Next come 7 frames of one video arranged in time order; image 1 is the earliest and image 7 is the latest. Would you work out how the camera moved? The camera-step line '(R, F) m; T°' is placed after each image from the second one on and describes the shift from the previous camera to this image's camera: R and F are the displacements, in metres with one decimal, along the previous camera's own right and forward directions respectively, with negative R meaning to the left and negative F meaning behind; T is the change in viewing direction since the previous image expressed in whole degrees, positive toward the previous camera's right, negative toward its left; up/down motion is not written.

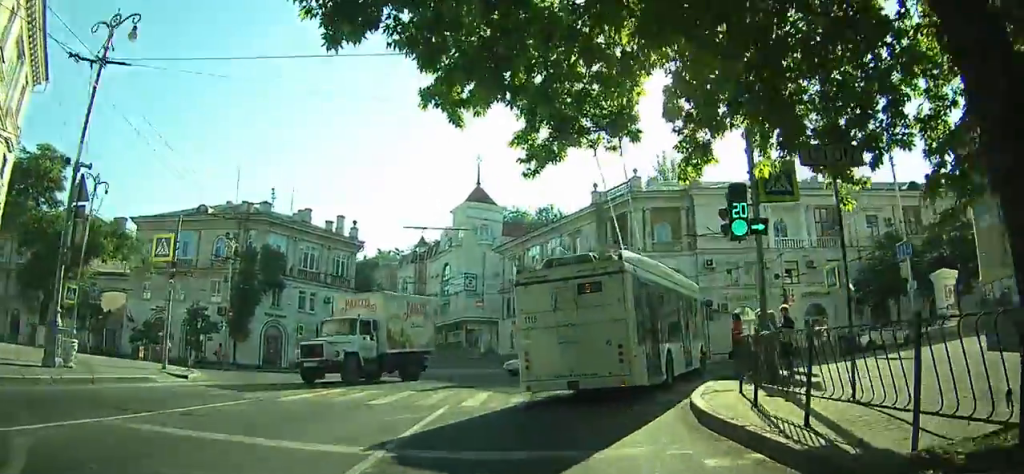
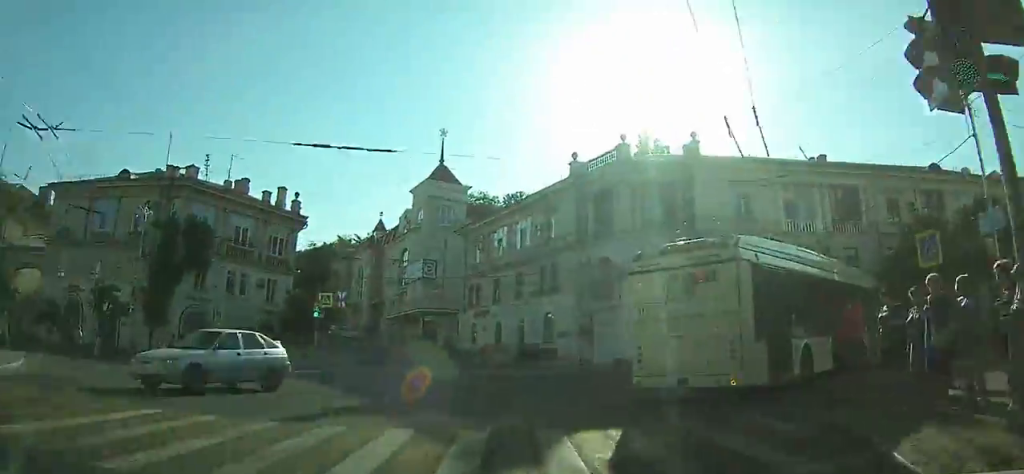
(-0.1, +4.5) m; +2°
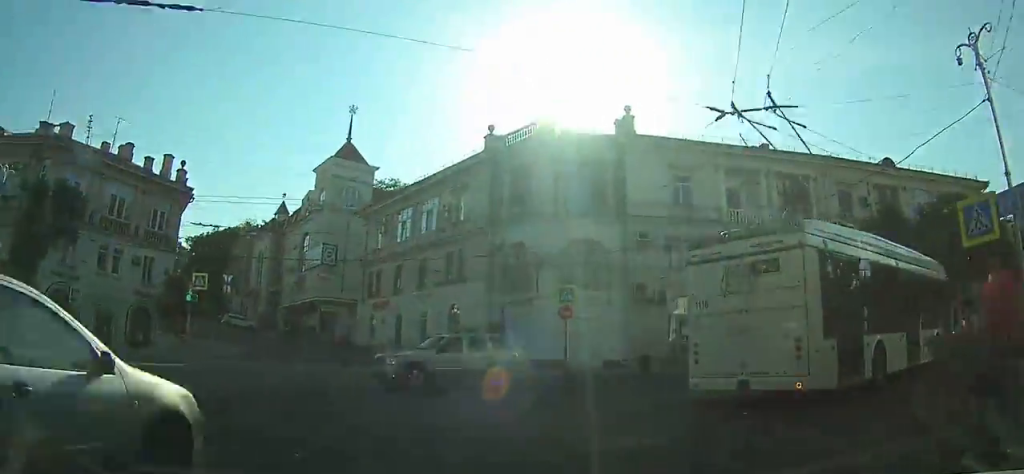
(-0.2, +4.2) m; +6°
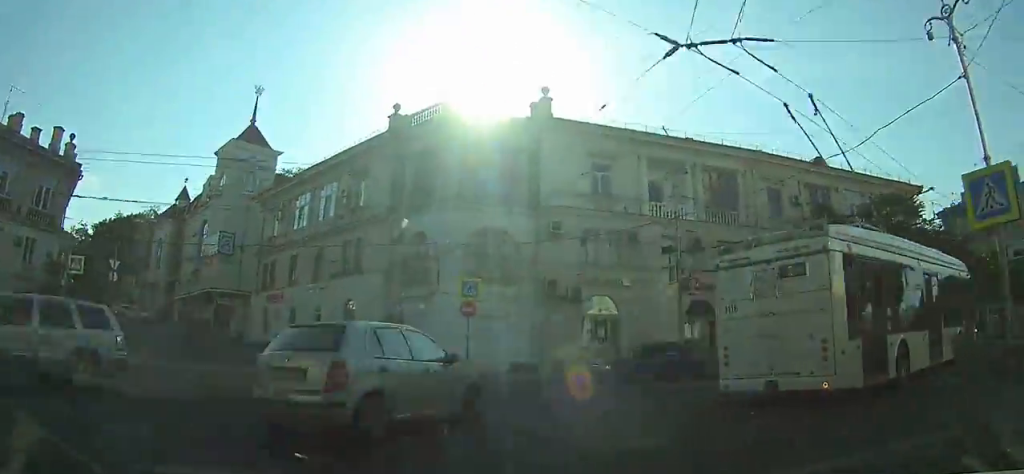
(+0.2, +3.3) m; +10°
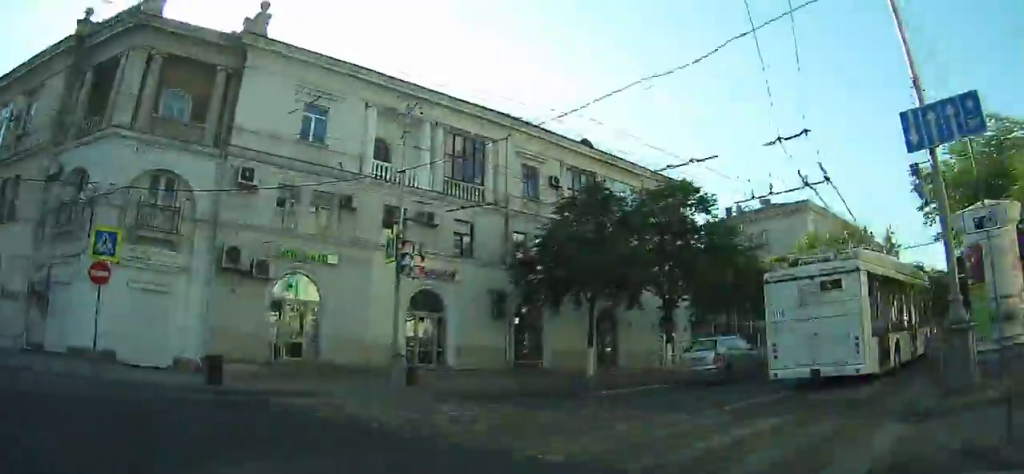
(+1.2, +8.0) m; +31°
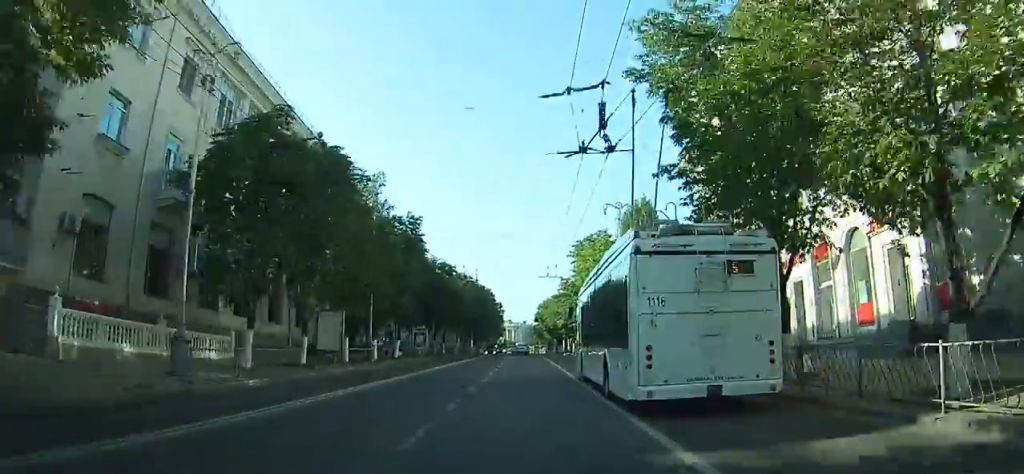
(+26.1, +37.1) m; +44°
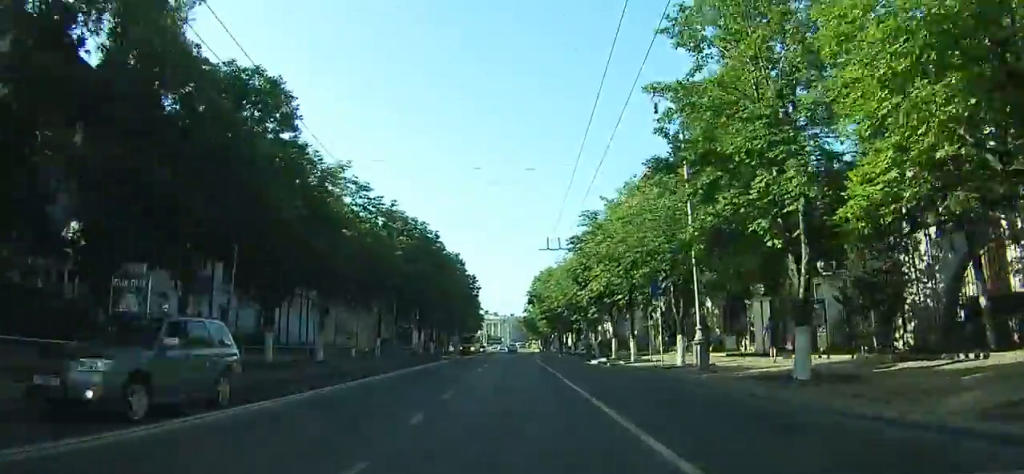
(+0.5, +39.5) m; 0°
